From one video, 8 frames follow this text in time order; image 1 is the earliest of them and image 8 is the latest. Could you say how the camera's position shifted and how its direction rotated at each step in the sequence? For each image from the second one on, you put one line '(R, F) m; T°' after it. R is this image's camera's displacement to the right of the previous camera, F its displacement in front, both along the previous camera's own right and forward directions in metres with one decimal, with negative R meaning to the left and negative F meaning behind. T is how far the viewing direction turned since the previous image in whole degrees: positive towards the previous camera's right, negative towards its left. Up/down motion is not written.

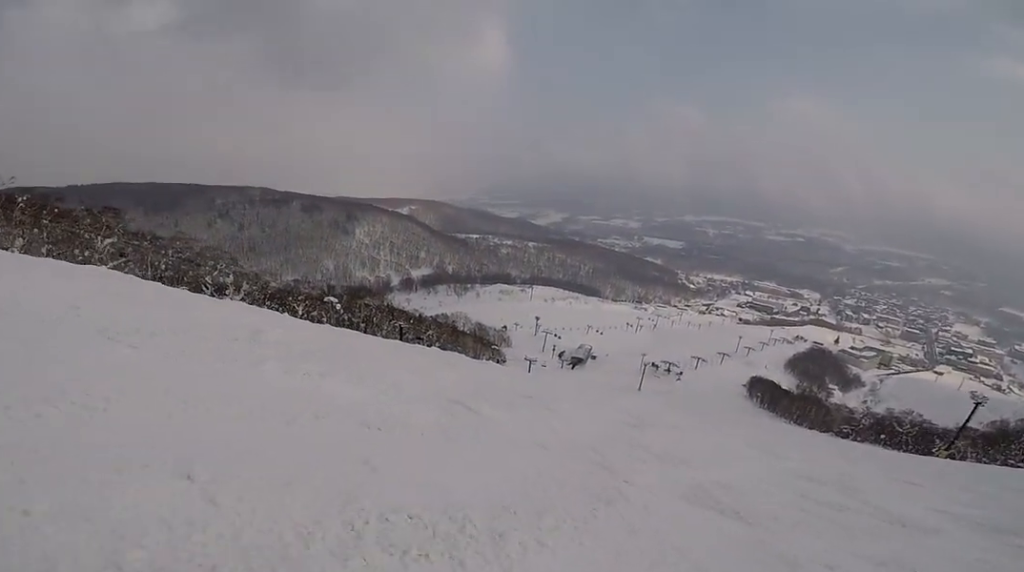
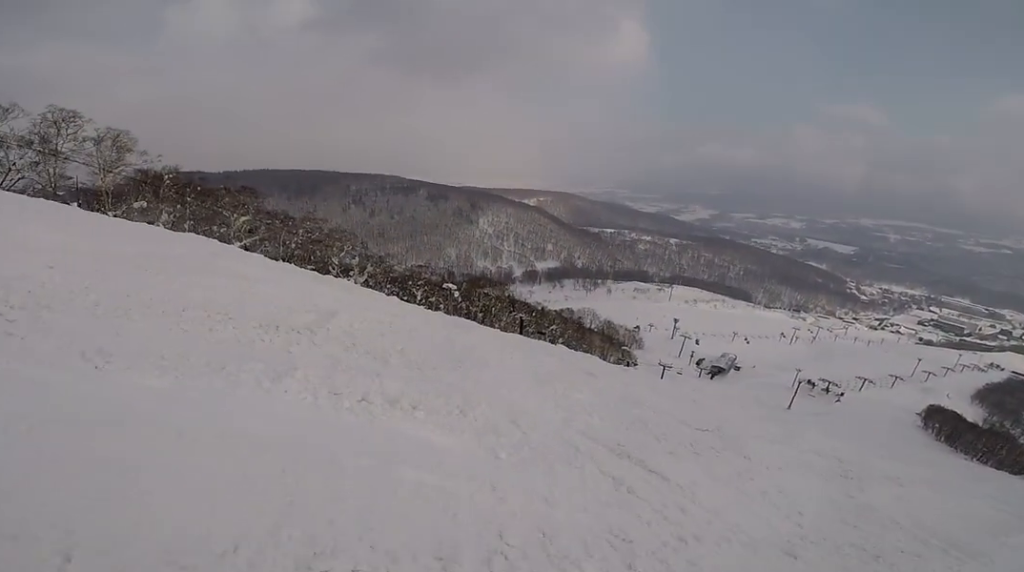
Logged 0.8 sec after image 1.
(0.0, +2.4) m; -17°
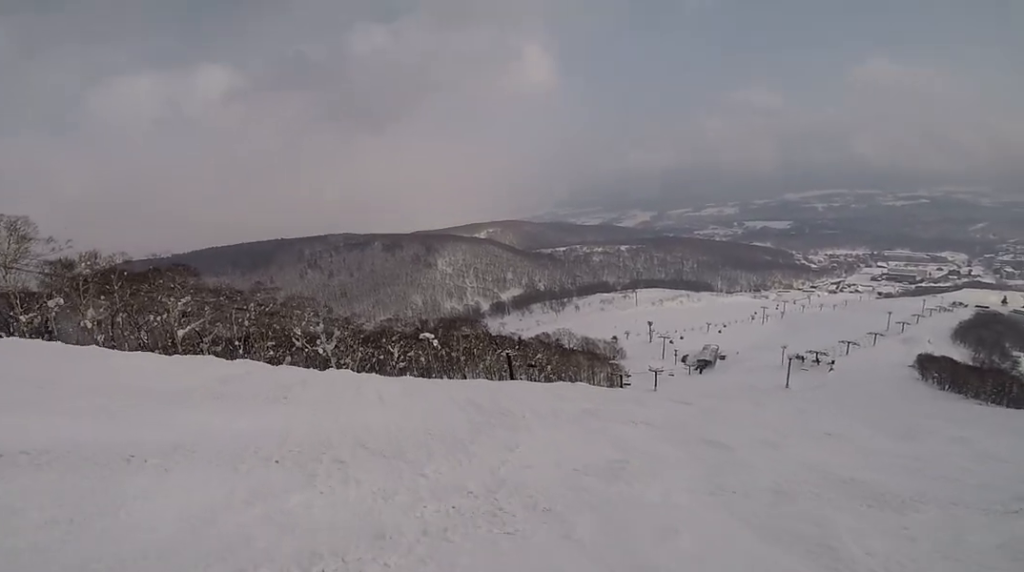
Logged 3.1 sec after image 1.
(-1.3, +6.1) m; -17°
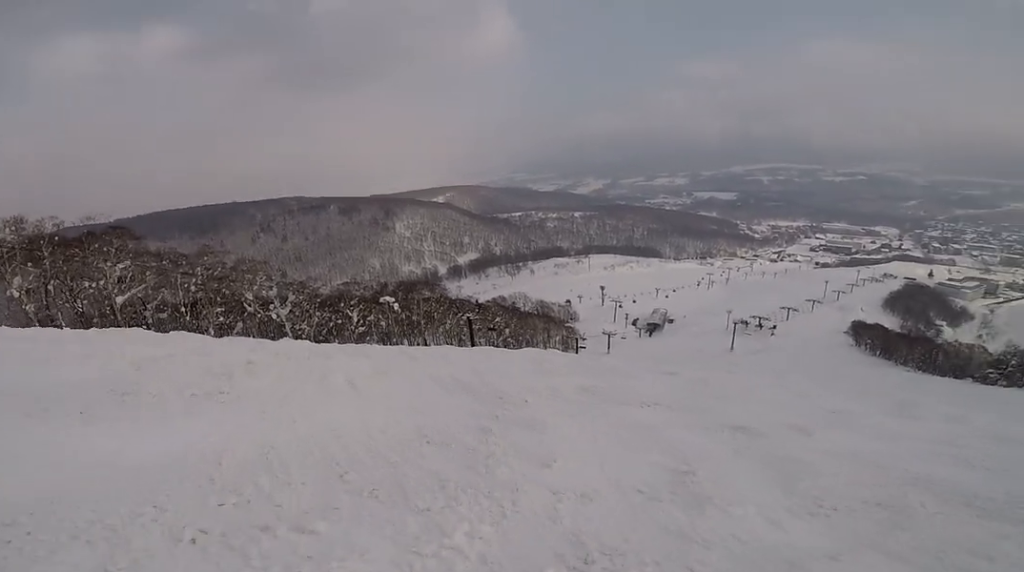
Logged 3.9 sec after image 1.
(-0.7, +2.6) m; +6°
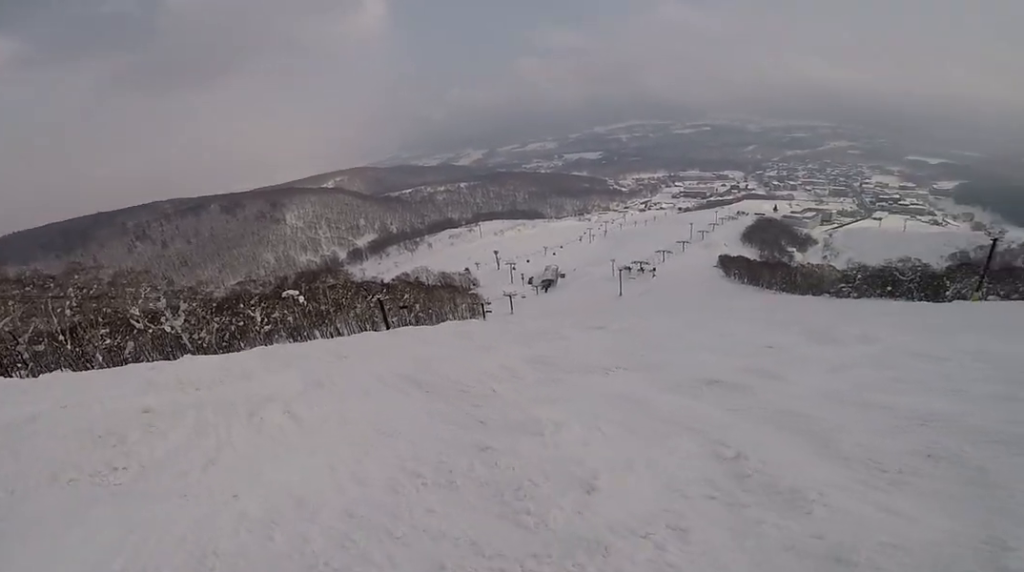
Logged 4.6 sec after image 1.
(+0.4, +1.8) m; +28°
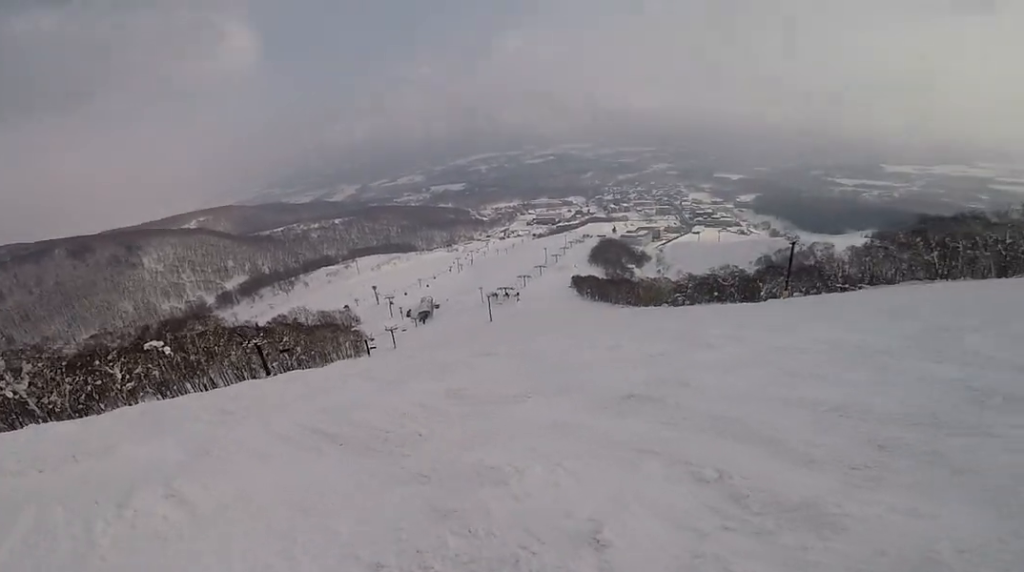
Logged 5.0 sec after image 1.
(+0.1, +1.2) m; +24°
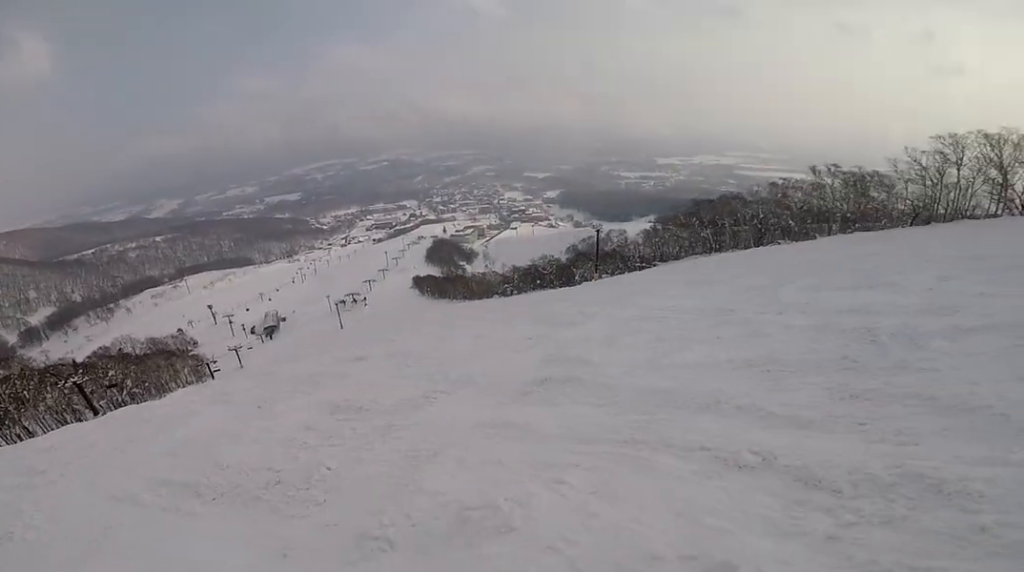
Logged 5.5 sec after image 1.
(+0.5, +1.5) m; +16°
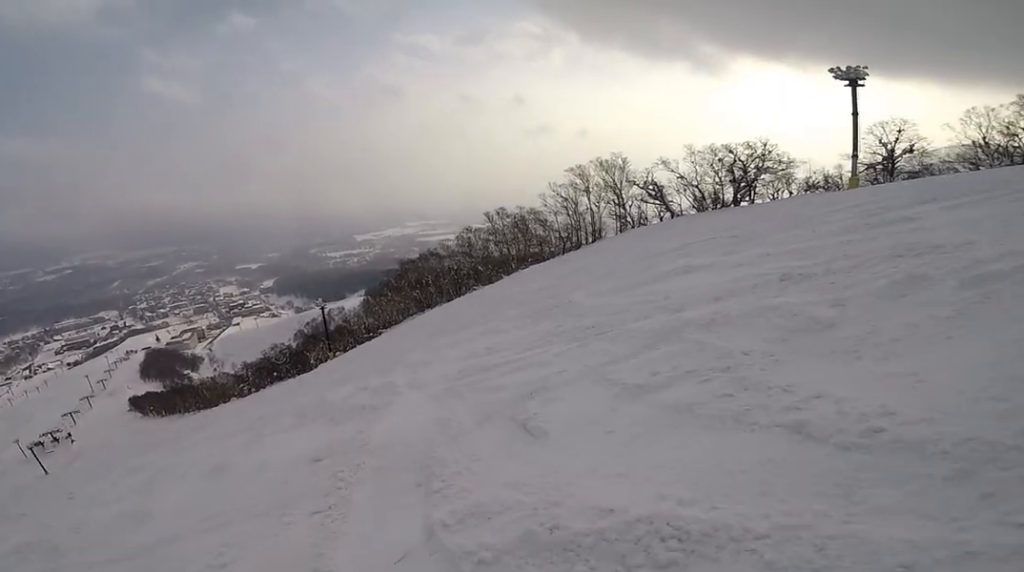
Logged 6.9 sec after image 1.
(+1.6, +5.5) m; +23°
